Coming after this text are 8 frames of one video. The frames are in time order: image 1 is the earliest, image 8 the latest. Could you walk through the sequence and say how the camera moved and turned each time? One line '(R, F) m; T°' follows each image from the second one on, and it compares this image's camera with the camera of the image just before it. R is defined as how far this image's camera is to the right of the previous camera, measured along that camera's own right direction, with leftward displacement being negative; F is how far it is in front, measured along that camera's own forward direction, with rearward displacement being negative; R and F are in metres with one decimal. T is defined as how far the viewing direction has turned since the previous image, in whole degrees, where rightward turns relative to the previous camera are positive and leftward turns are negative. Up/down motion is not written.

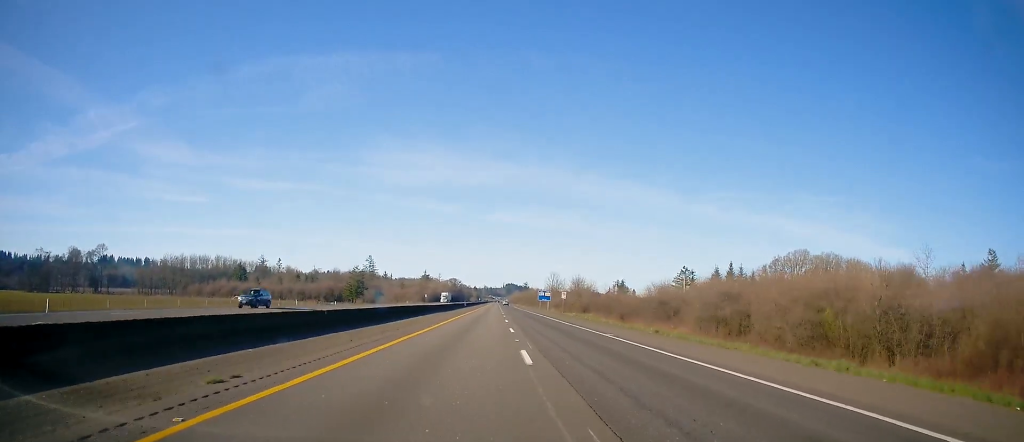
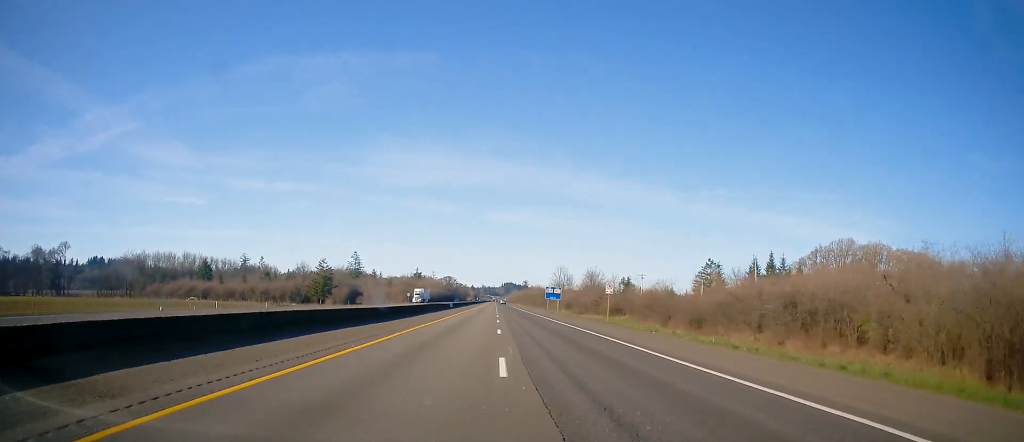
(+0.4, +39.0) m; +1°
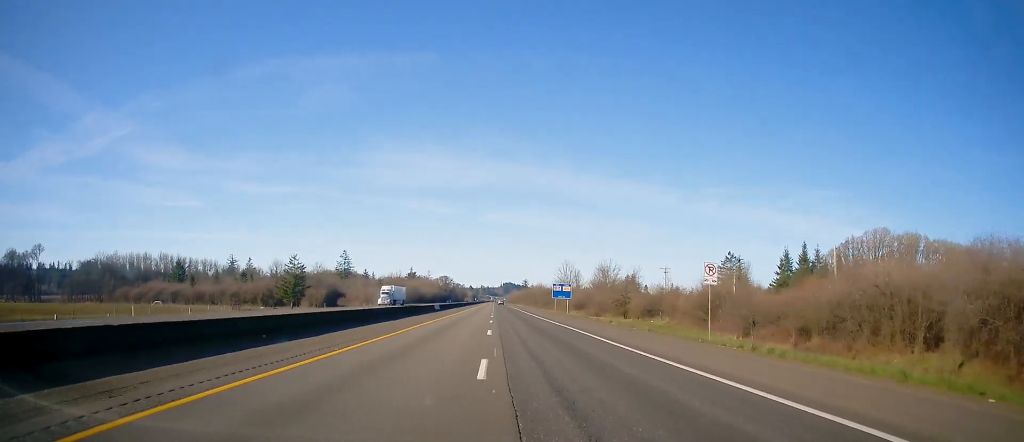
(-0.1, +24.5) m; 0°
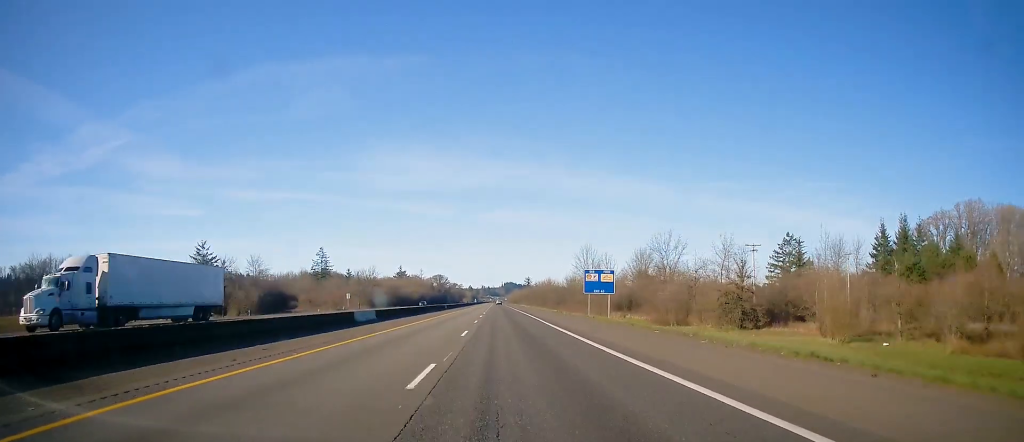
(0.0, +49.9) m; -1°
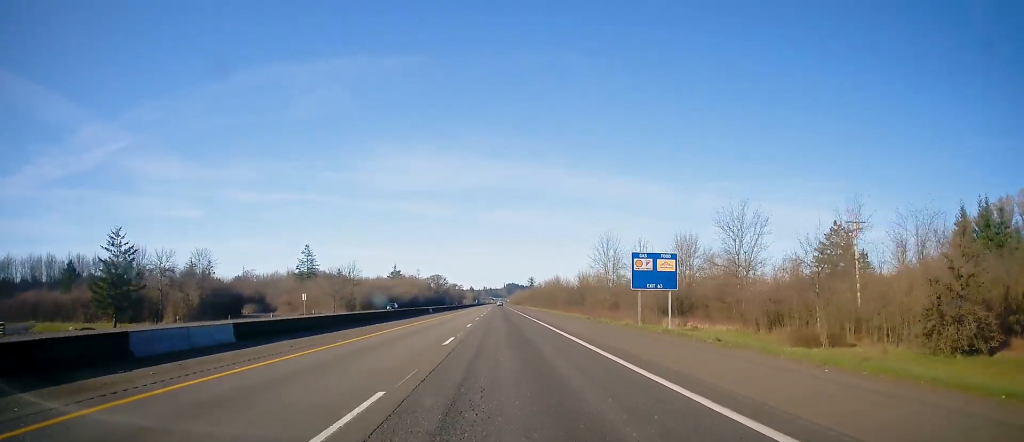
(-0.2, +27.7) m; -1°
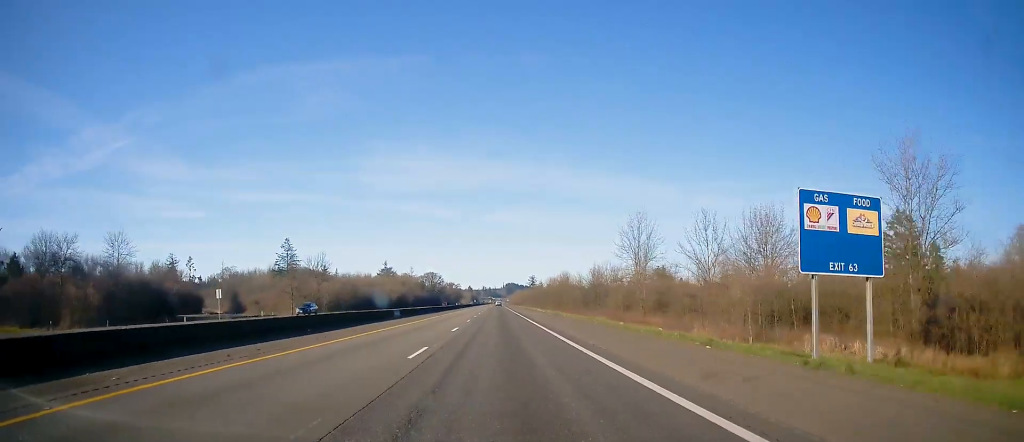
(0.0, +28.8) m; 0°
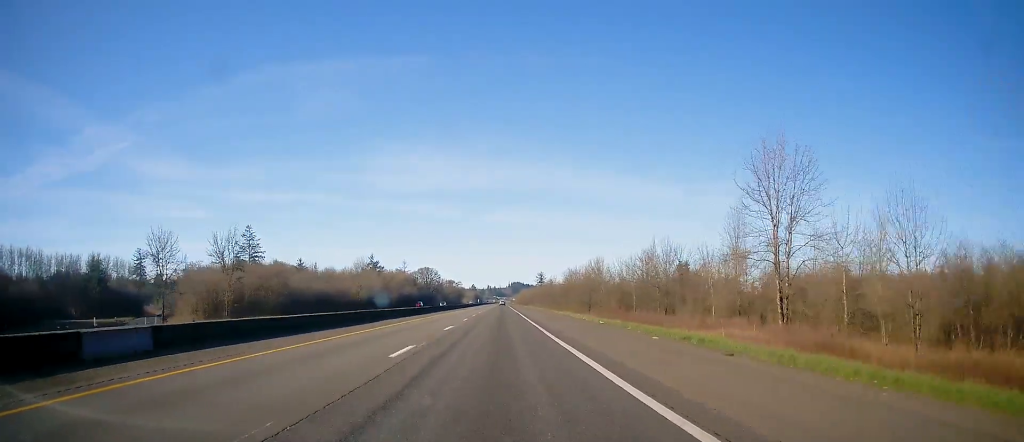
(+0.2, +49.8) m; 0°
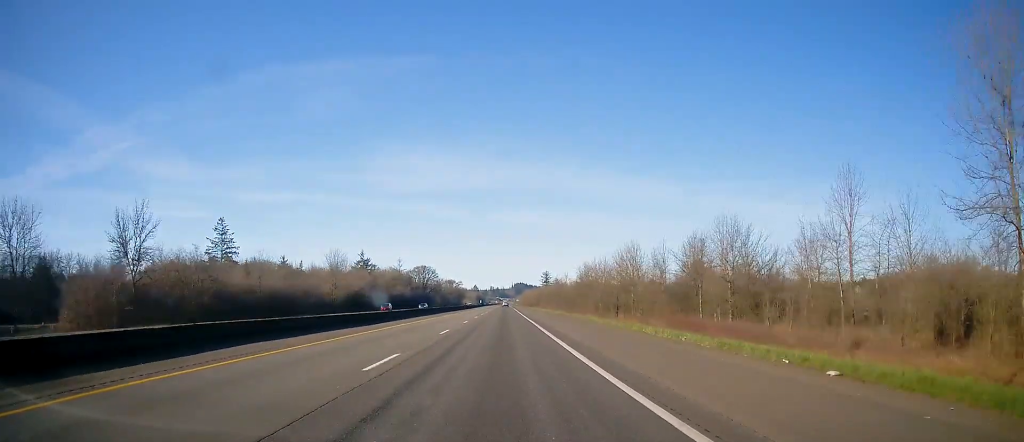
(-0.1, +26.7) m; 0°
